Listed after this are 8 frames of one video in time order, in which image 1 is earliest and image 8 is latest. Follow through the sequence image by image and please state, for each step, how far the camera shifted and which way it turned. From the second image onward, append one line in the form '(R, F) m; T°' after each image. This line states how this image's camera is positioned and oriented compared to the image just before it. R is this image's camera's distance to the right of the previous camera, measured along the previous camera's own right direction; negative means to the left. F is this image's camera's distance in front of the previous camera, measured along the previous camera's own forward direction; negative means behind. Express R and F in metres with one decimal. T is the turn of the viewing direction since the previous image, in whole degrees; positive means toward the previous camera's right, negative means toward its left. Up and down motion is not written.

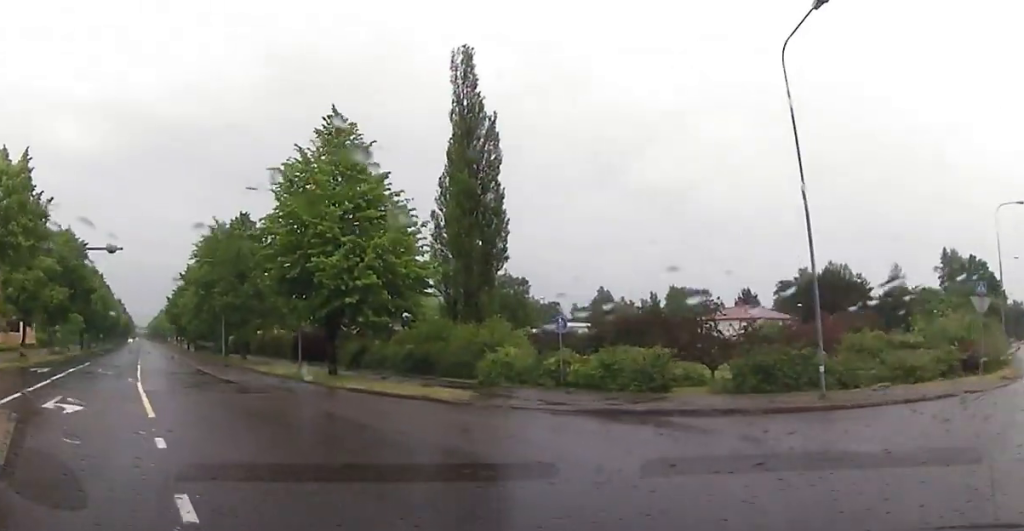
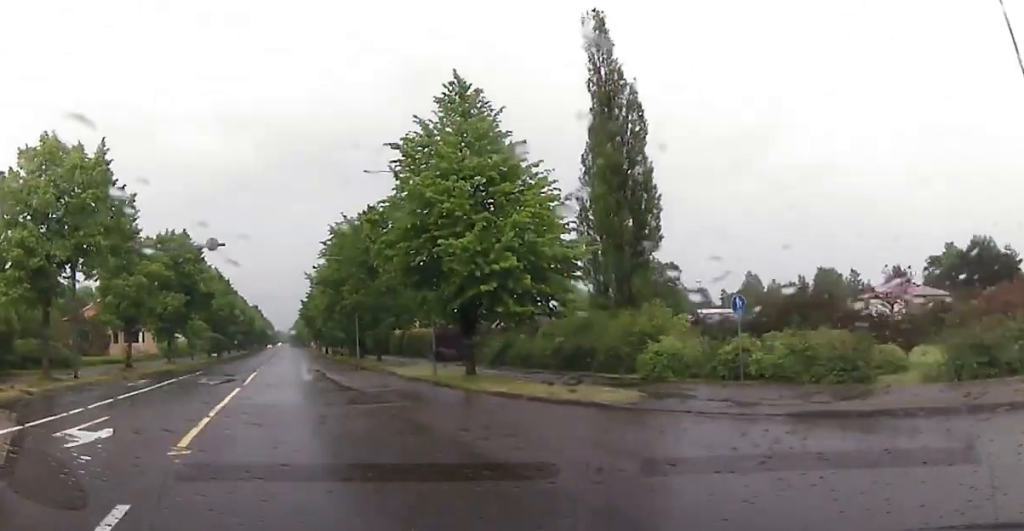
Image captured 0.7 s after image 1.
(-0.5, +4.7) m; -7°
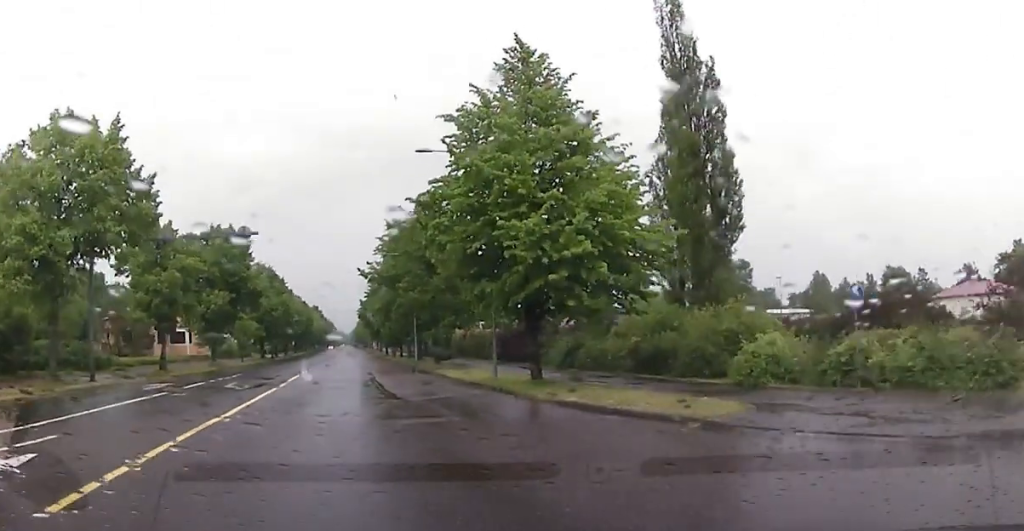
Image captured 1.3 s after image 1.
(-0.2, +3.8) m; -4°
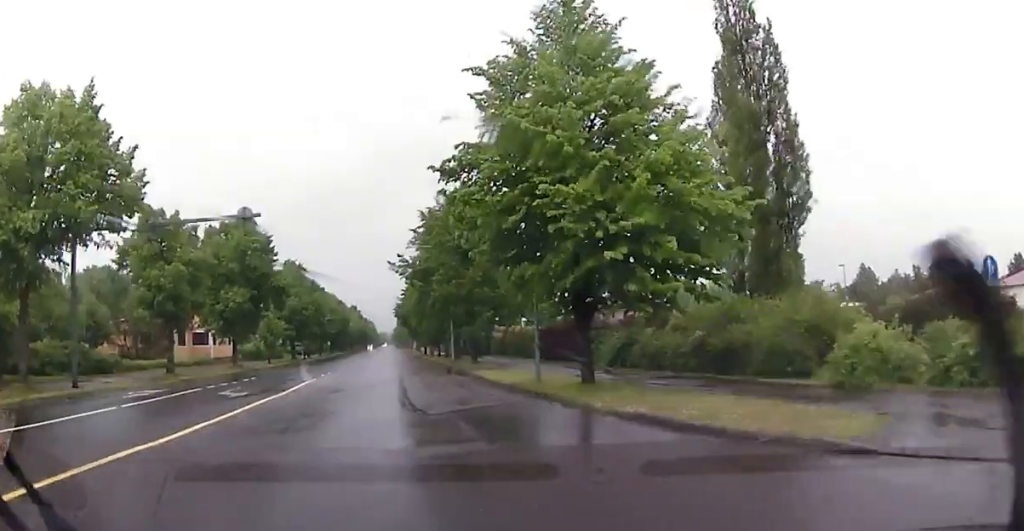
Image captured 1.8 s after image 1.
(0.0, +4.2) m; -4°
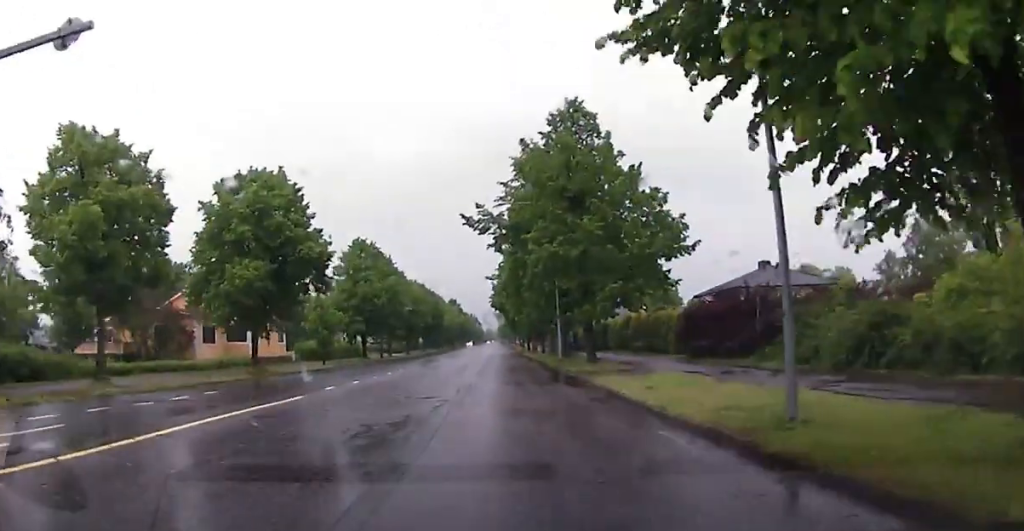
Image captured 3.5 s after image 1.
(-1.2, +15.0) m; -6°
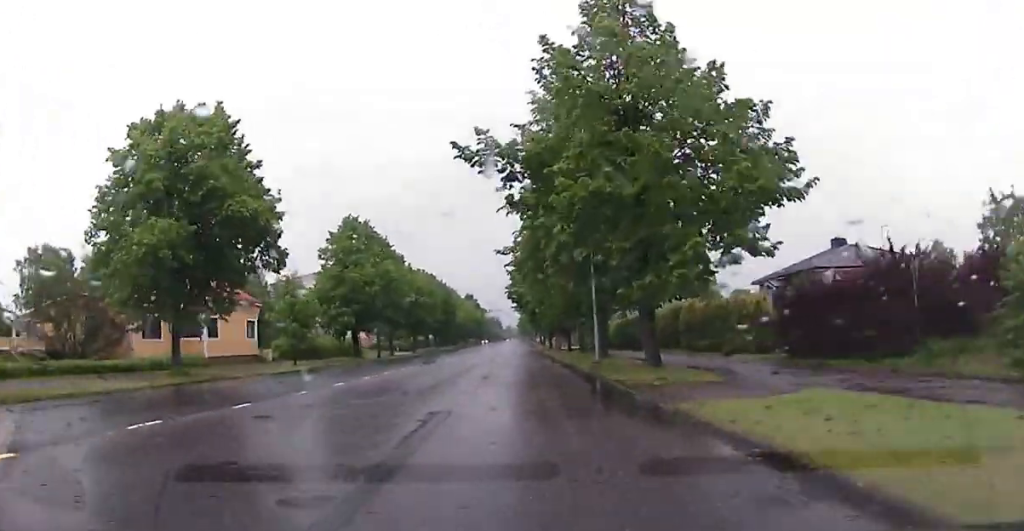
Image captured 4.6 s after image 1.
(0.0, +11.8) m; -2°
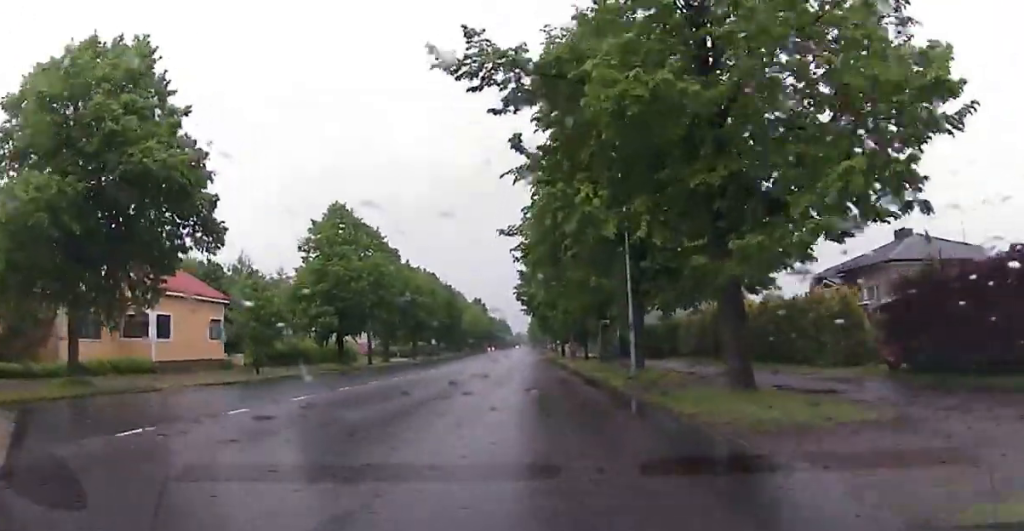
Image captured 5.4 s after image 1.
(-0.2, +8.5) m; -2°
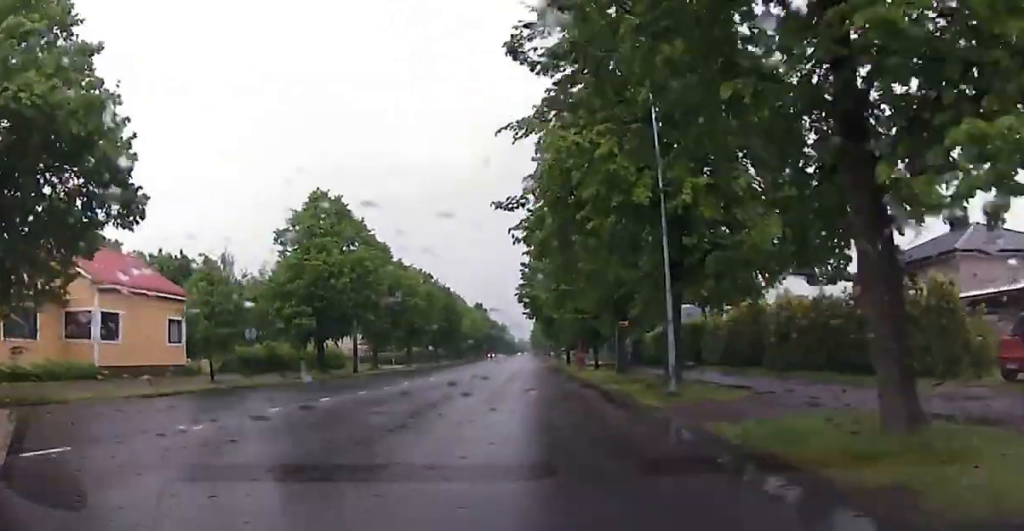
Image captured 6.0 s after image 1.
(-0.2, +6.2) m; -2°
